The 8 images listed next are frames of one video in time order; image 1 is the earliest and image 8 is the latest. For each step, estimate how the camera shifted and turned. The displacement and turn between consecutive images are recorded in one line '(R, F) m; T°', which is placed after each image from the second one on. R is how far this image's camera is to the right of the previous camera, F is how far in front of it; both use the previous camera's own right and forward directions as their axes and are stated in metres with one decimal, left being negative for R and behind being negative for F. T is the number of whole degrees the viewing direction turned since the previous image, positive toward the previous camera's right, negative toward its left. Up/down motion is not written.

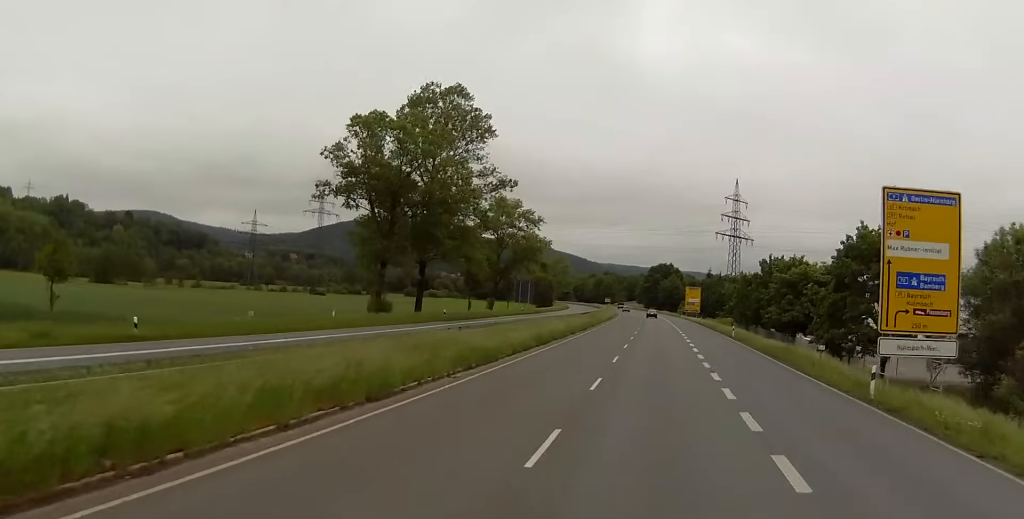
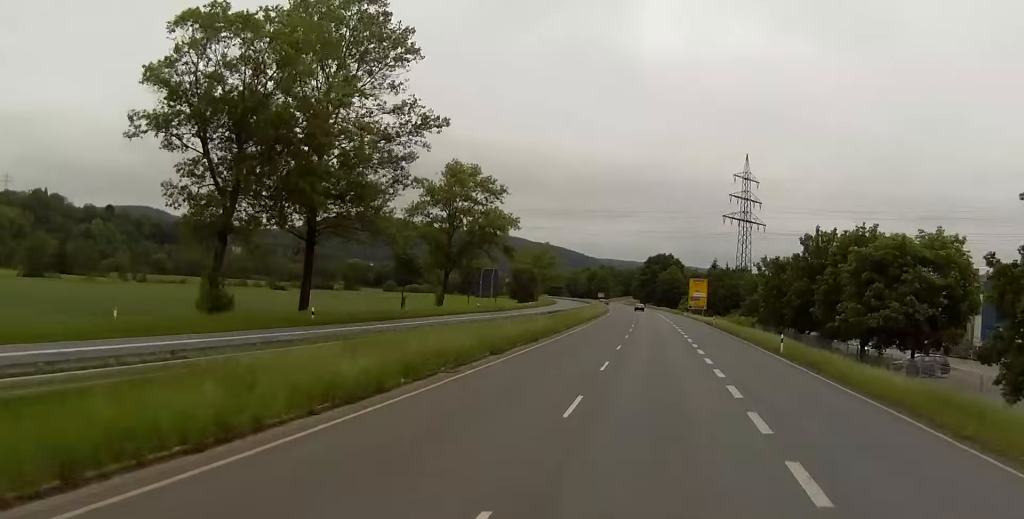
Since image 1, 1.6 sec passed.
(+0.1, +30.7) m; -1°
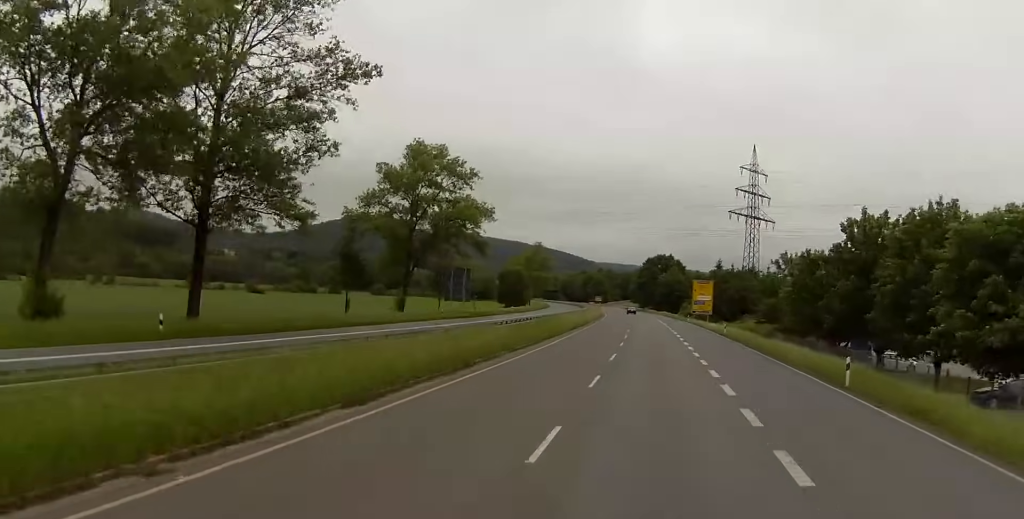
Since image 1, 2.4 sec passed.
(-0.2, +16.3) m; -1°
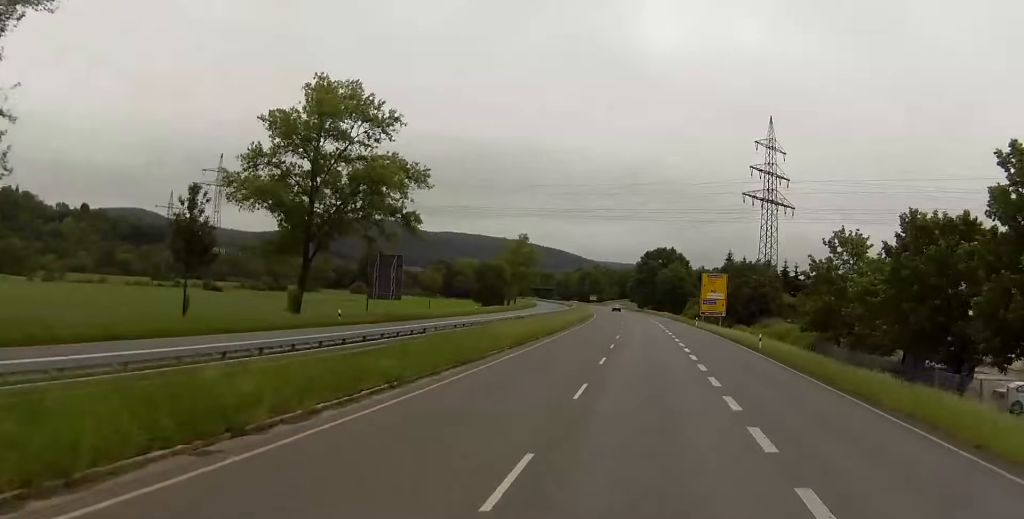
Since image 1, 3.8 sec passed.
(-0.1, +26.8) m; +1°
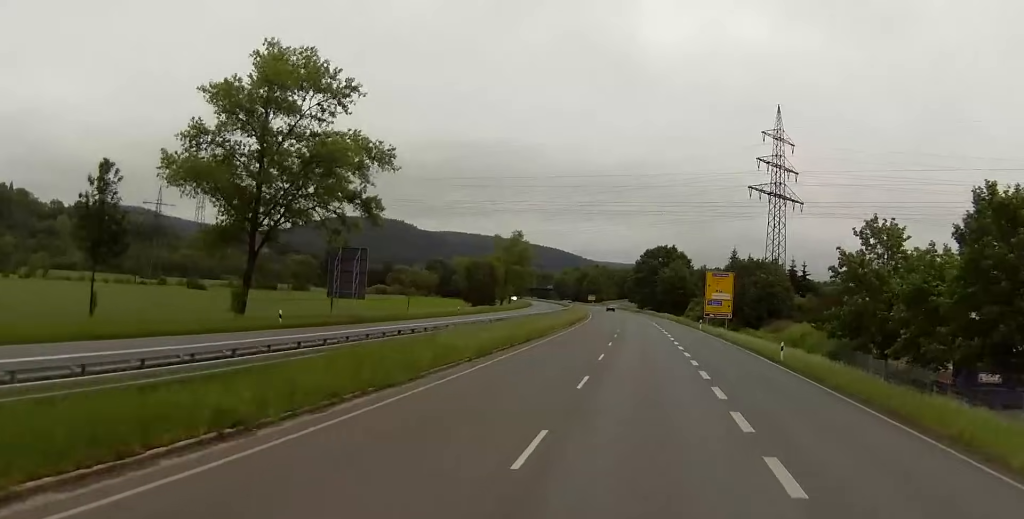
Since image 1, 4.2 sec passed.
(+0.1, +9.1) m; +1°
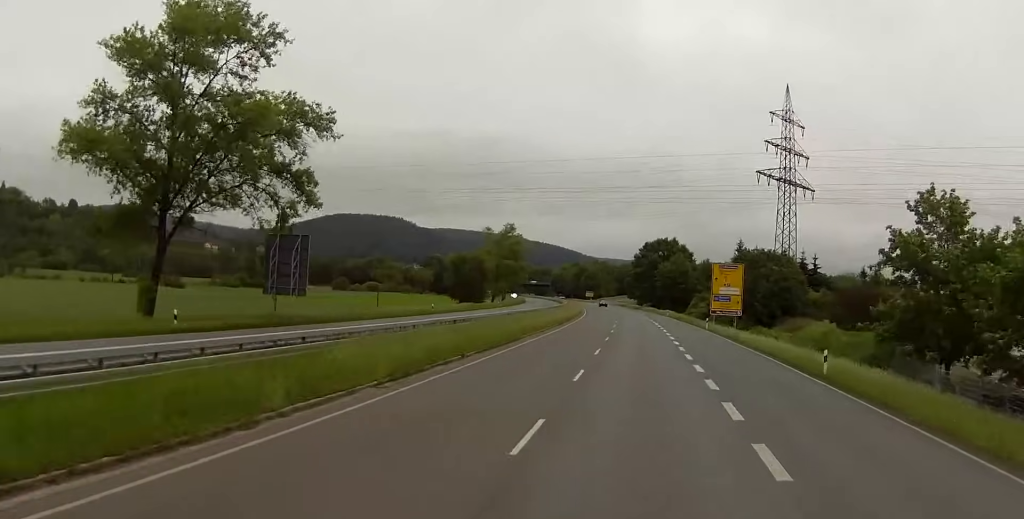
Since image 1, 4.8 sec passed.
(+0.1, +11.1) m; 0°
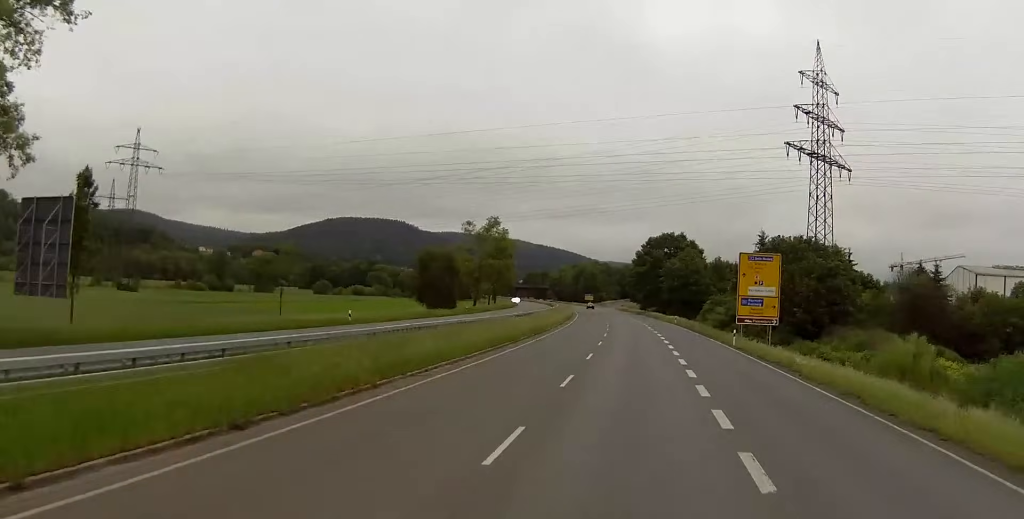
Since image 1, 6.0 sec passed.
(-0.1, +24.0) m; 0°
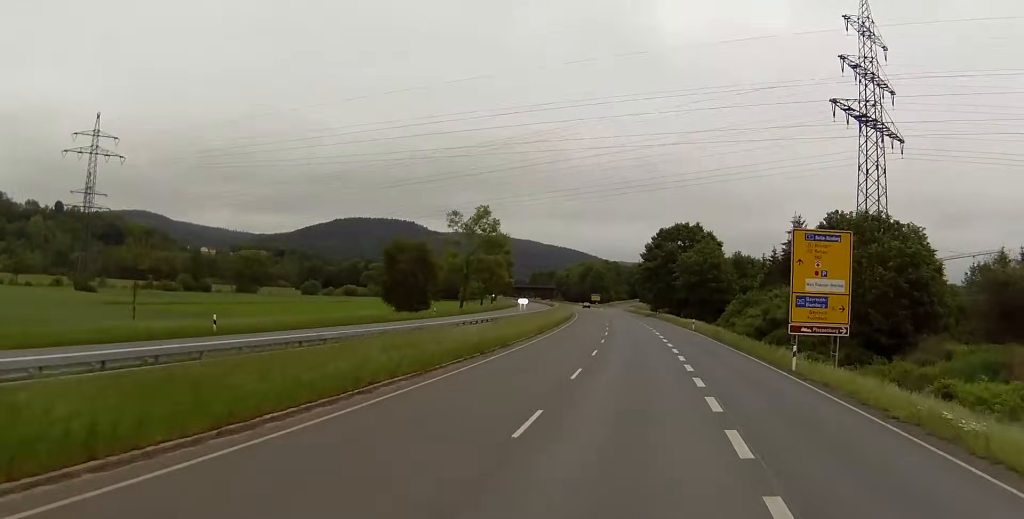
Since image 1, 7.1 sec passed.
(0.0, +20.7) m; 0°
